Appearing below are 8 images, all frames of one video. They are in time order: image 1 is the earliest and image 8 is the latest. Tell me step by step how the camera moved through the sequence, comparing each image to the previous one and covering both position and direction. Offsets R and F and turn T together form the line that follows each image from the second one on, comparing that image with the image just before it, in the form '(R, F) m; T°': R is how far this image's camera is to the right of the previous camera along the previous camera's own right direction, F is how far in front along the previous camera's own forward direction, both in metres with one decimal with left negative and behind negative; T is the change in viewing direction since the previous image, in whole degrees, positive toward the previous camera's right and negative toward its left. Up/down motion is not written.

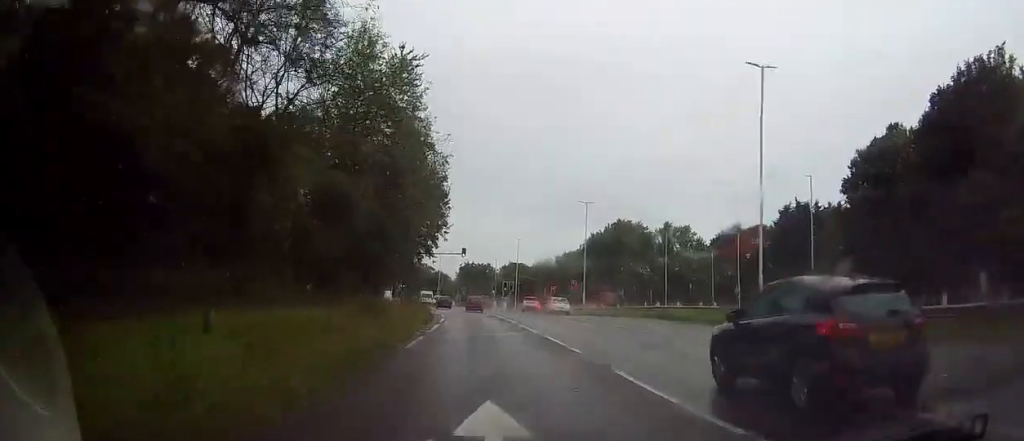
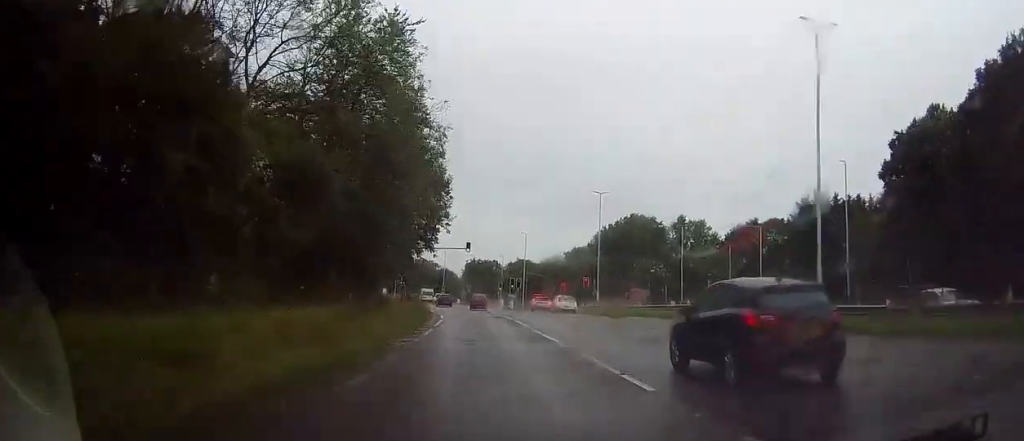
(+0.1, +5.4) m; -1°
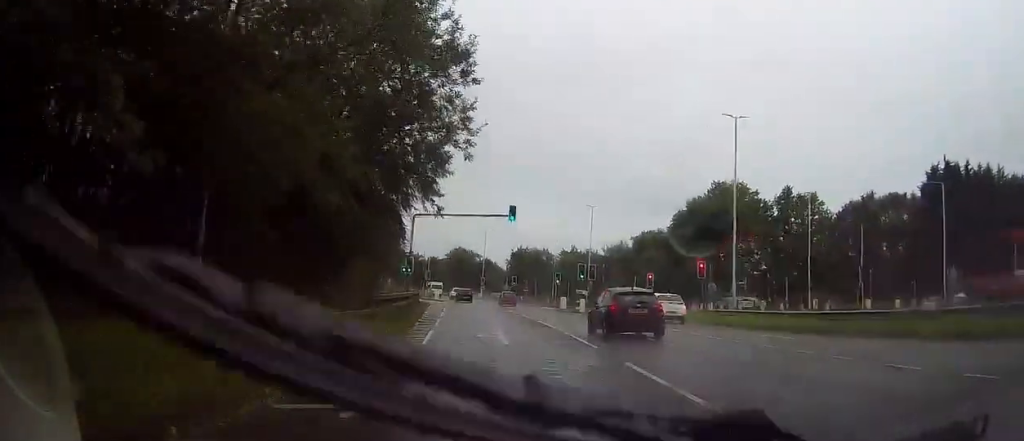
(-2.3, +29.0) m; -5°
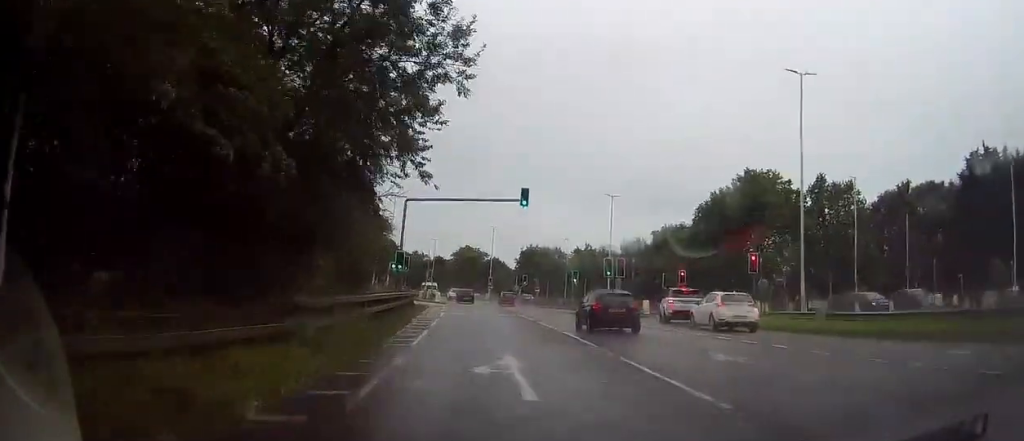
(+0.1, +8.5) m; -1°
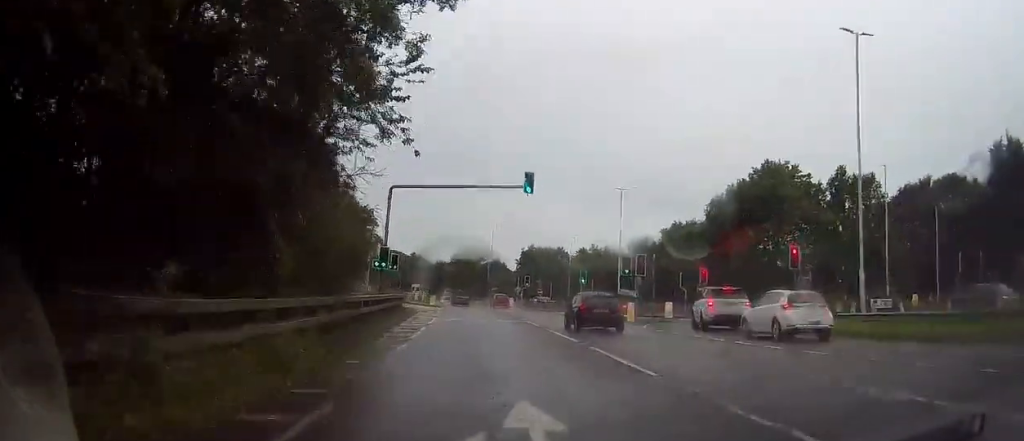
(-0.2, +5.6) m; -1°
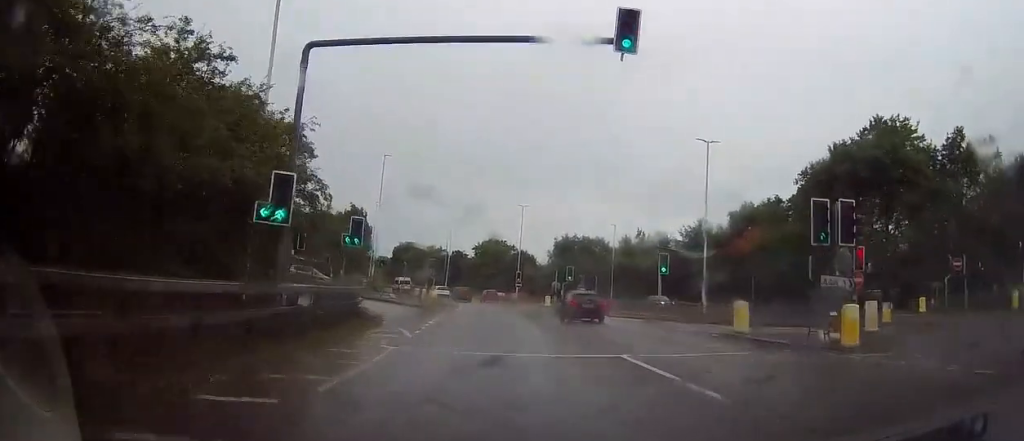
(-0.3, +19.6) m; -1°
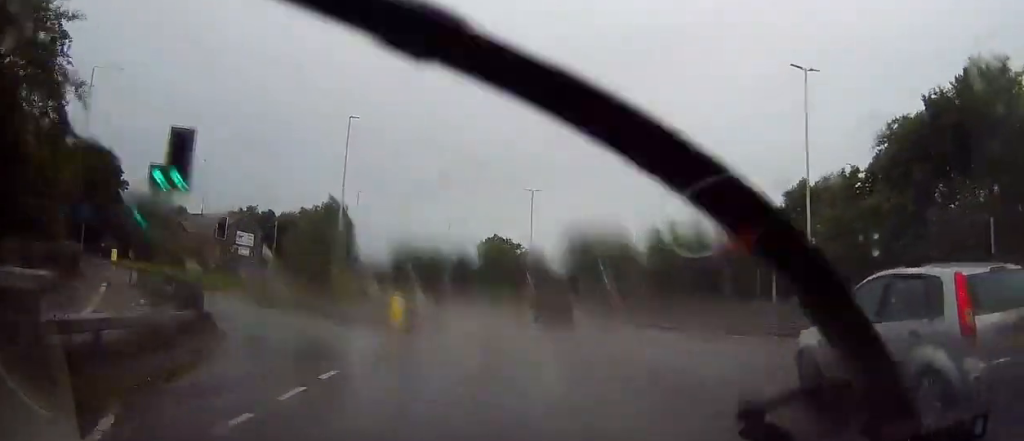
(0.0, +15.4) m; -1°
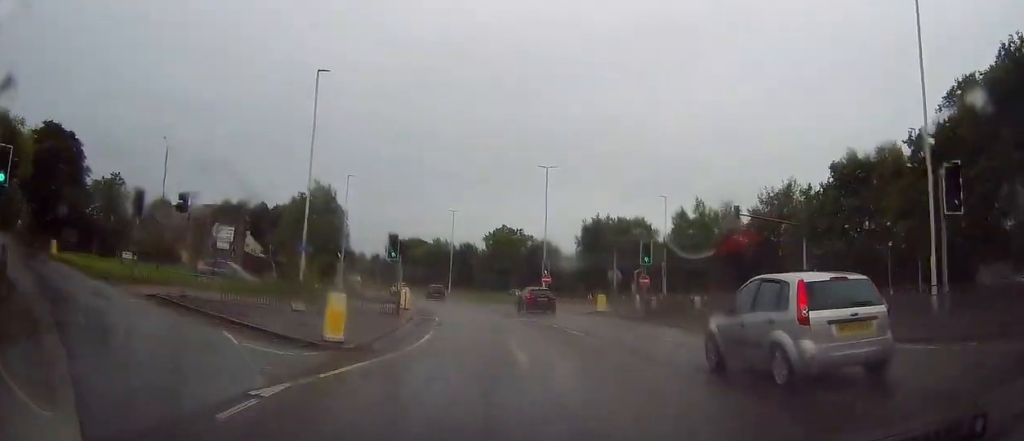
(0.0, +9.5) m; -1°
